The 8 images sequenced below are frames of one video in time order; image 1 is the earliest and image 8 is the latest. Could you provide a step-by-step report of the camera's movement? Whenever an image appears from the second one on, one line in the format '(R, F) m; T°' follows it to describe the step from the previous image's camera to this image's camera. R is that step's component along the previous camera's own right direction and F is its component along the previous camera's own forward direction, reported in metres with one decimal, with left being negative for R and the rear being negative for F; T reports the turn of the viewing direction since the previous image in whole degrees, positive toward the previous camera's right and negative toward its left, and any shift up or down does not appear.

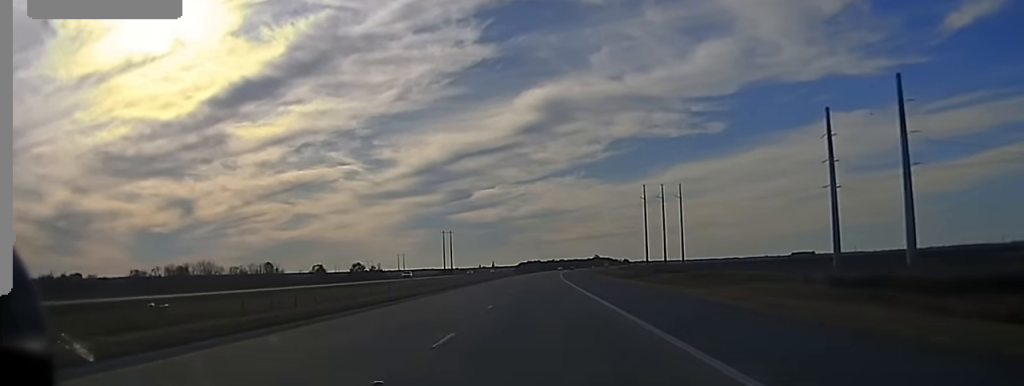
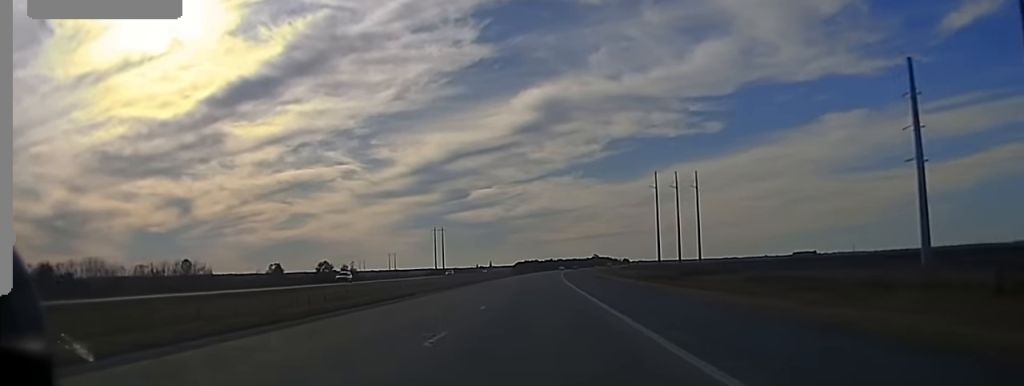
(0.0, +37.6) m; 0°
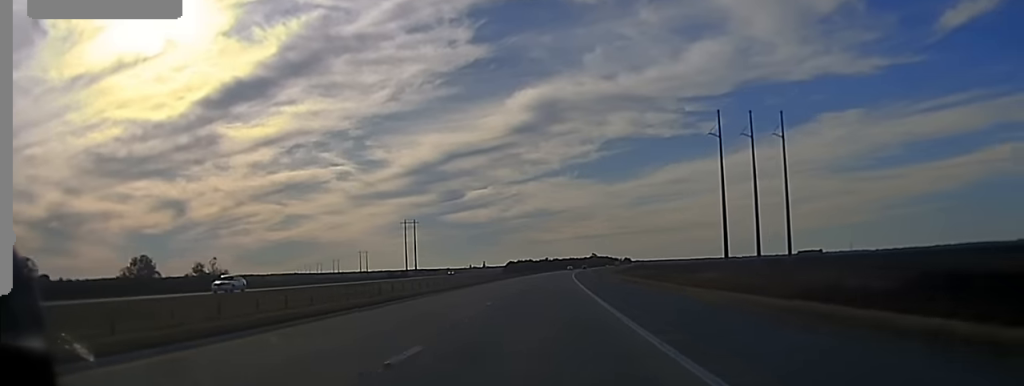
(+0.2, +95.7) m; 0°
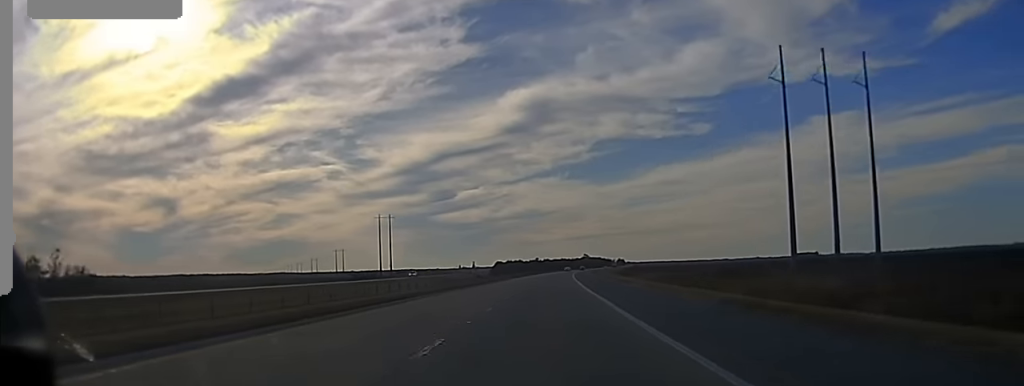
(+0.1, +48.9) m; 0°
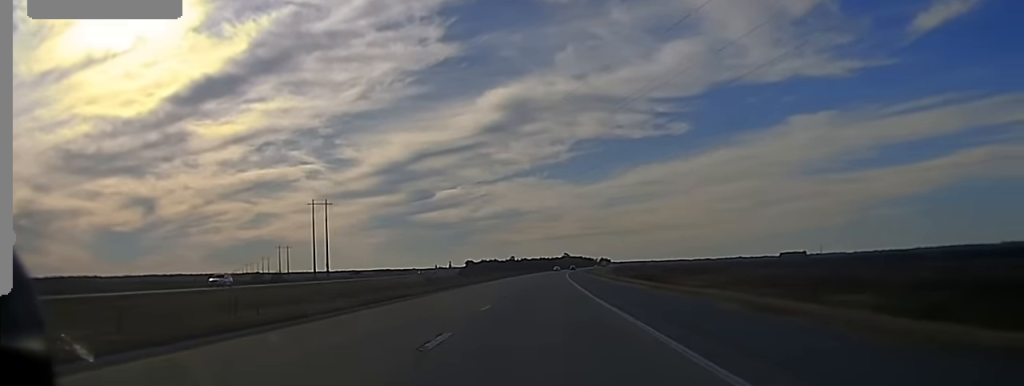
(+0.4, +82.5) m; +1°
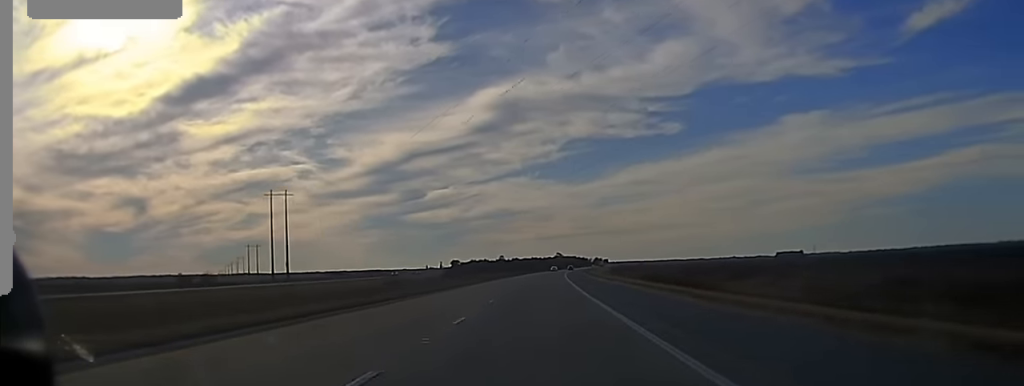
(+0.7, +46.2) m; +1°
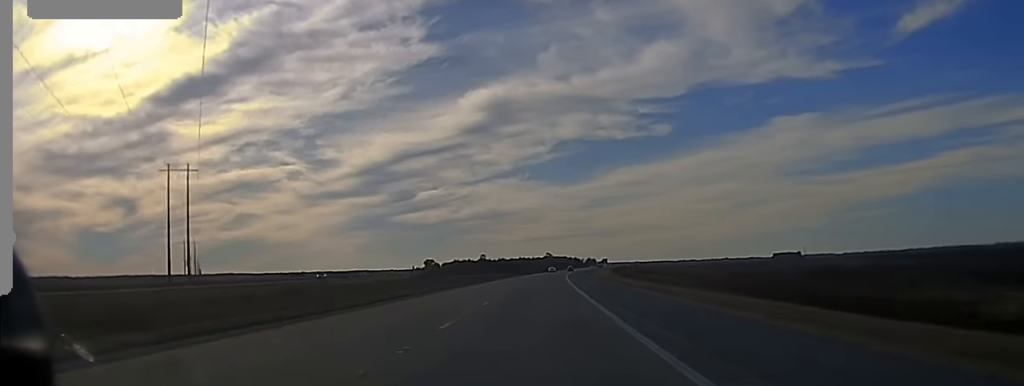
(+0.4, +72.9) m; +1°
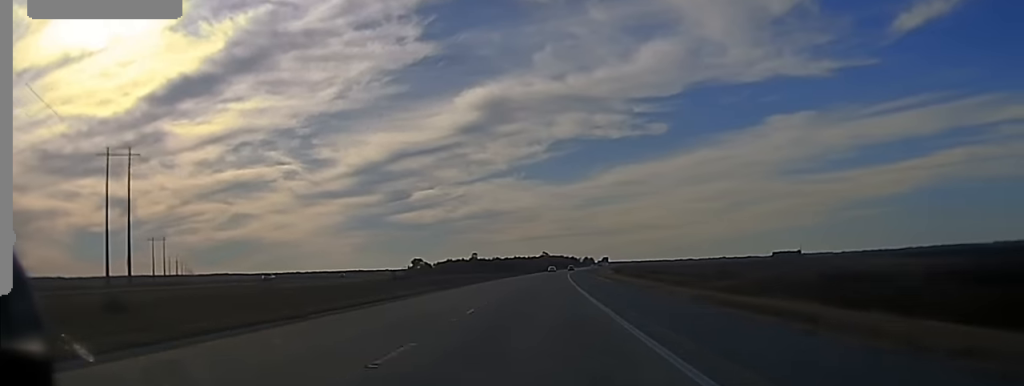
(+0.2, +30.6) m; +1°
